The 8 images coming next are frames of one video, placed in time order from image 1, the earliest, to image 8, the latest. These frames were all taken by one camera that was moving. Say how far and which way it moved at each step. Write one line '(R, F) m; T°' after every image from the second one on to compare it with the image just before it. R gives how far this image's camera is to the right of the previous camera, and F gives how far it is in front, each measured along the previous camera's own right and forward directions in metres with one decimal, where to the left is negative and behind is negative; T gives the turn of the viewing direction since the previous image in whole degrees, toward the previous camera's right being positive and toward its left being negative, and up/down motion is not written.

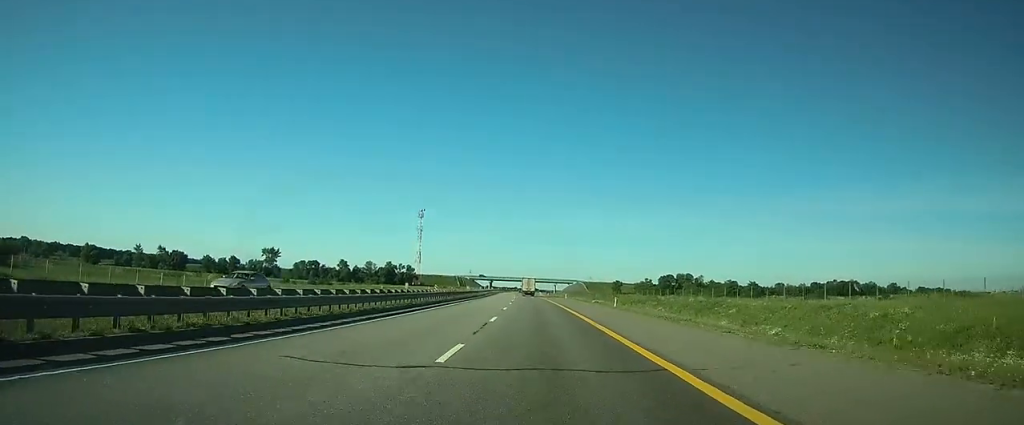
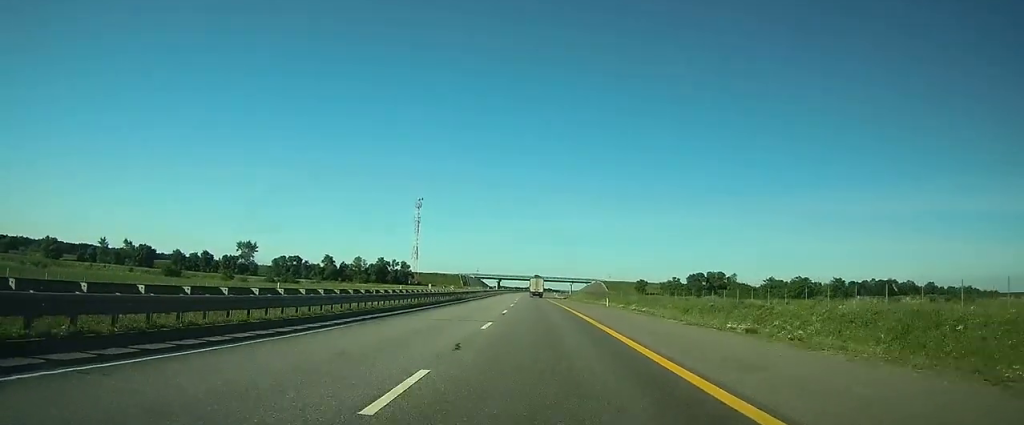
(-0.4, +39.7) m; -1°
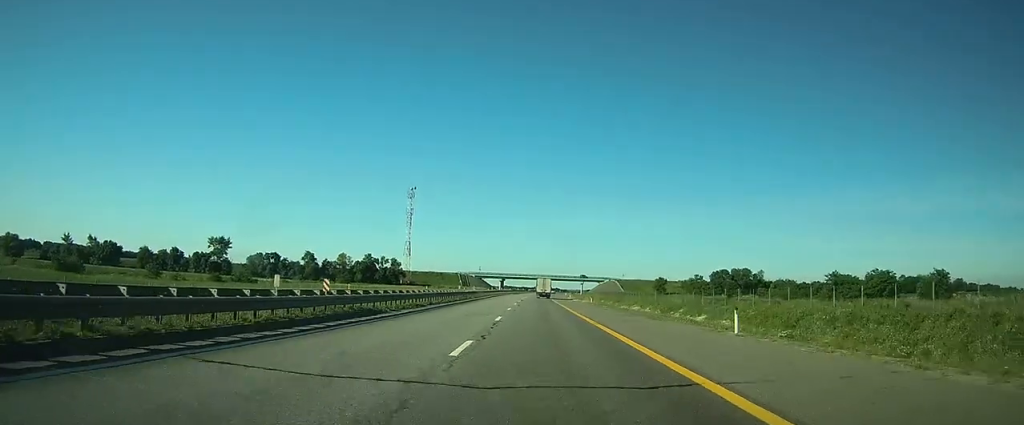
(-0.4, +30.8) m; -1°
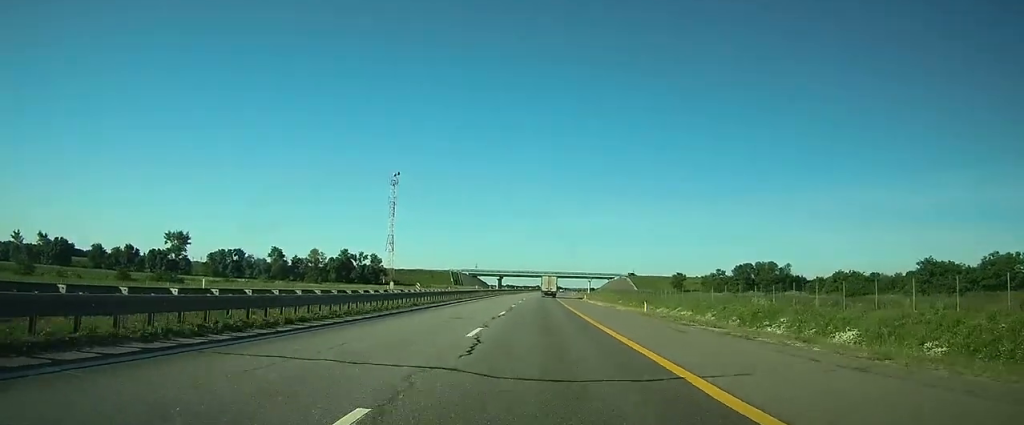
(-0.3, +32.0) m; -1°
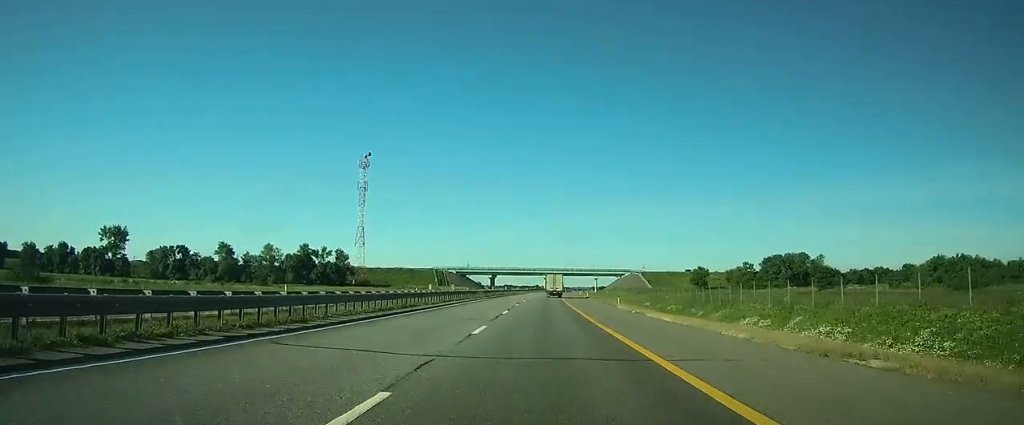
(0.0, +35.2) m; 0°
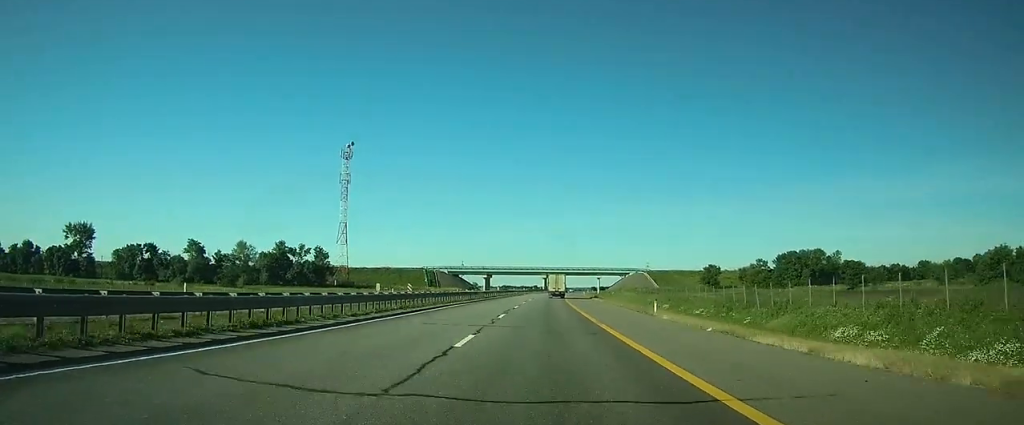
(0.0, +15.5) m; 0°
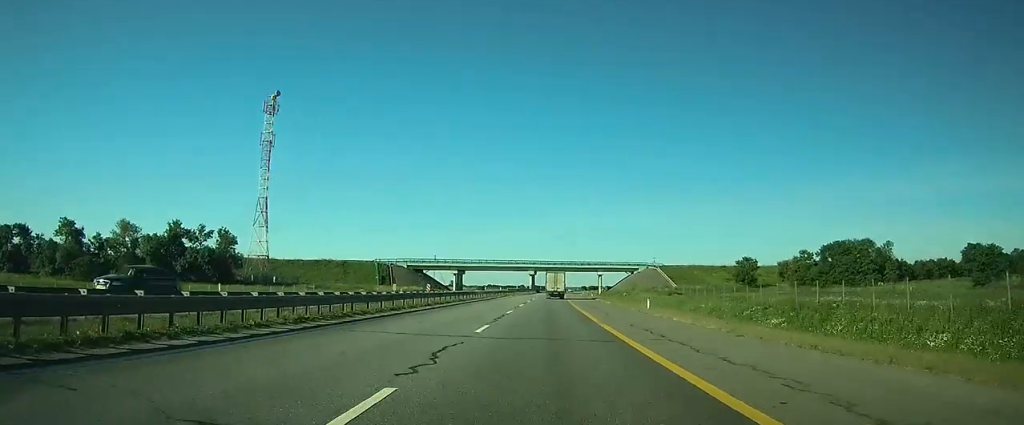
(+0.1, +44.5) m; 0°
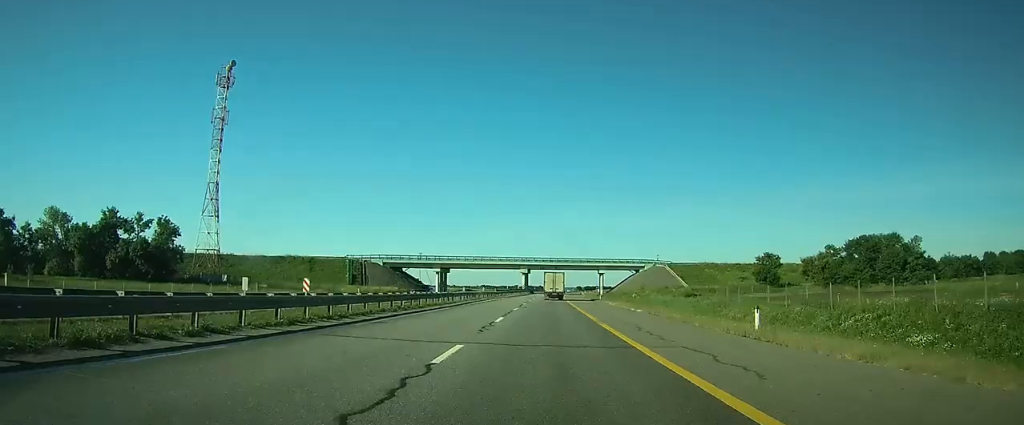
(0.0, +18.6) m; +1°
